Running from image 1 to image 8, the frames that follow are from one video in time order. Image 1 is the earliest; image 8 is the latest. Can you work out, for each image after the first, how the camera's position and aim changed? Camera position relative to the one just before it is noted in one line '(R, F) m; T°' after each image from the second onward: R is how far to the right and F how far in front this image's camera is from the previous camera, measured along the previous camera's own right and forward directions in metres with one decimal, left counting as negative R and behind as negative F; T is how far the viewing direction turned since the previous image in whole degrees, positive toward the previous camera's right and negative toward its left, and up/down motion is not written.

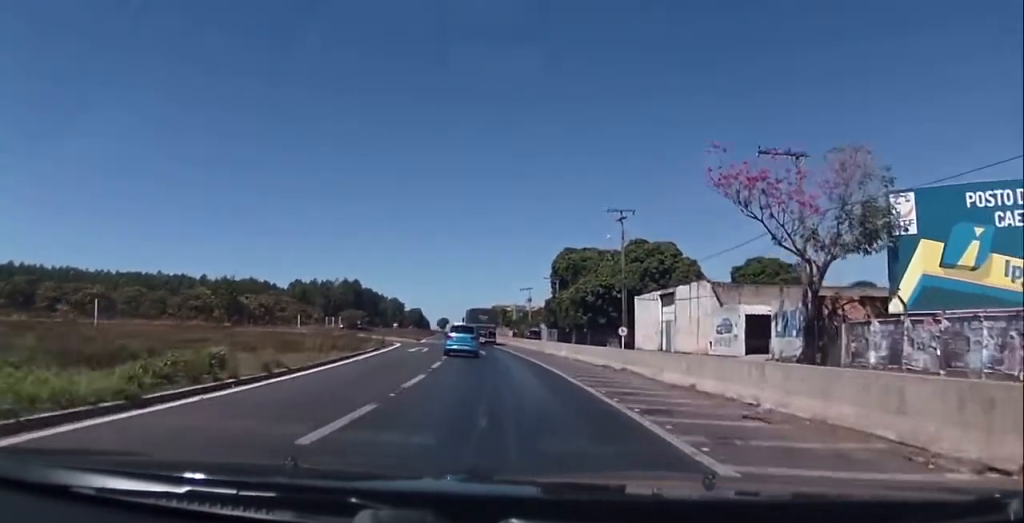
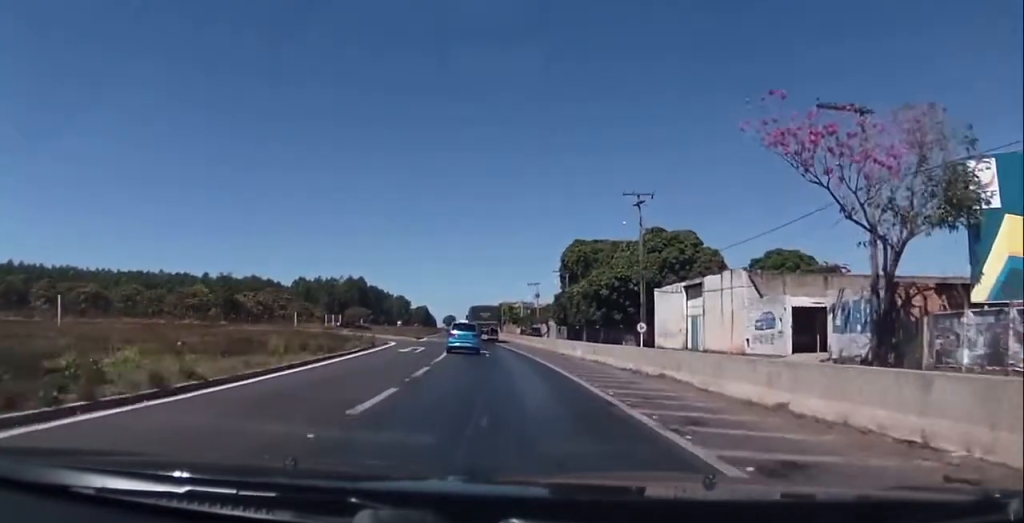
(0.0, +4.2) m; -1°
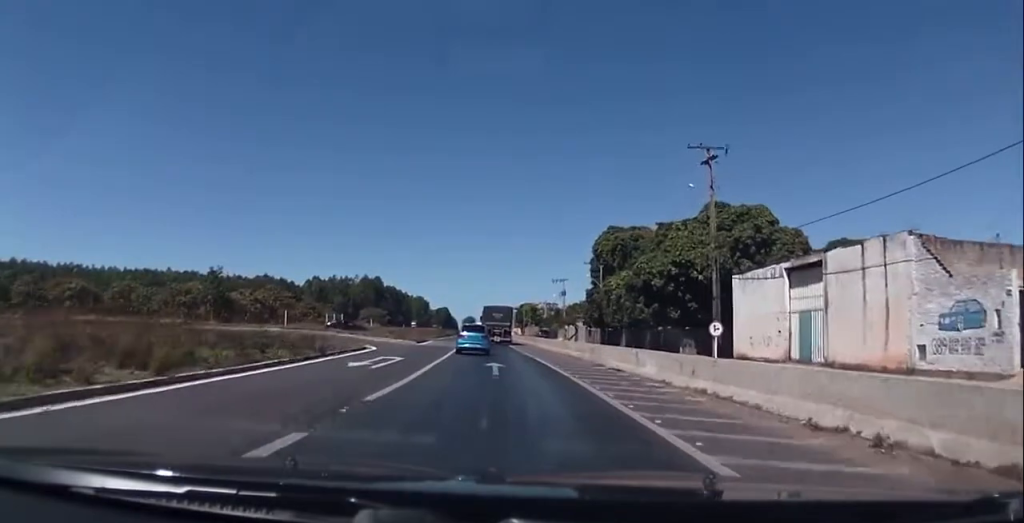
(-0.3, +11.7) m; -2°
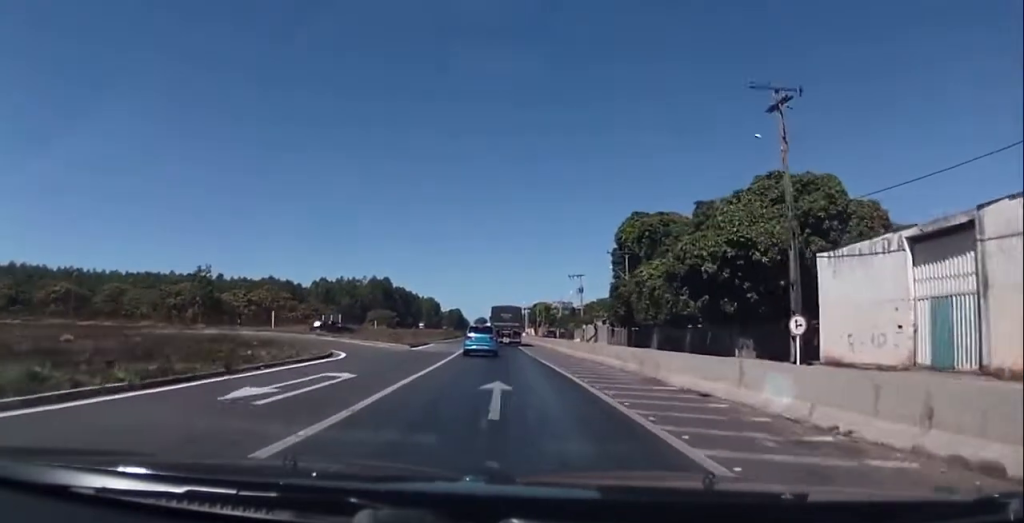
(0.0, +8.0) m; 0°
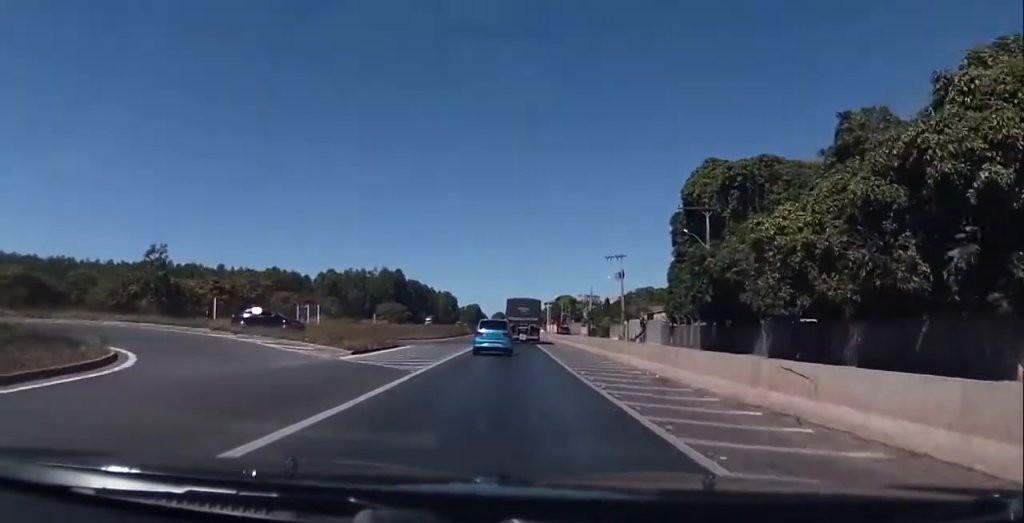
(-0.5, +19.4) m; -2°
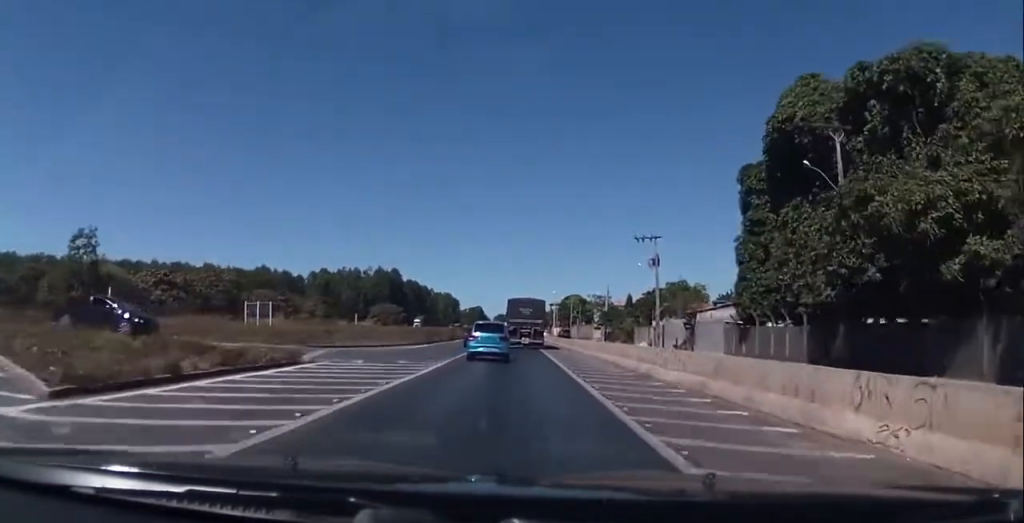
(+0.2, +17.9) m; 0°
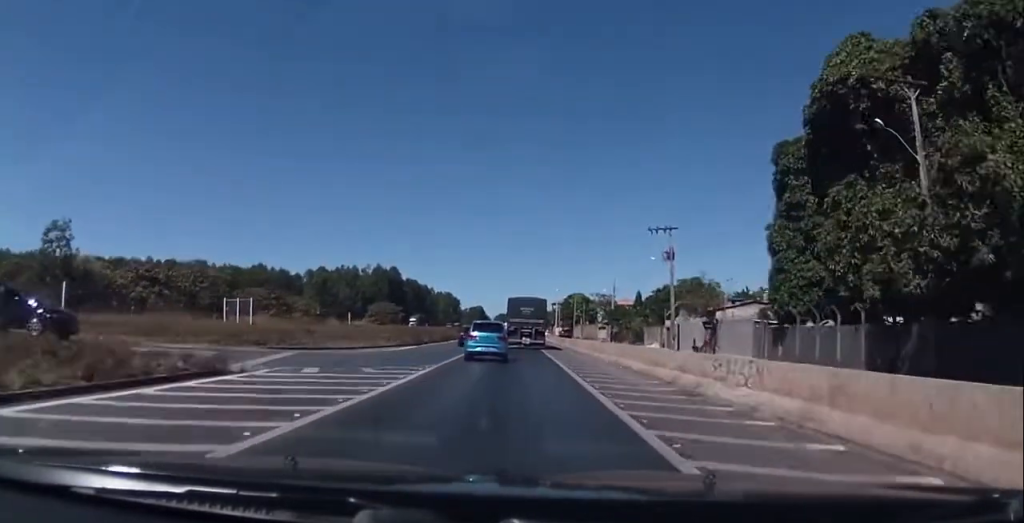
(-0.2, +5.5) m; -1°
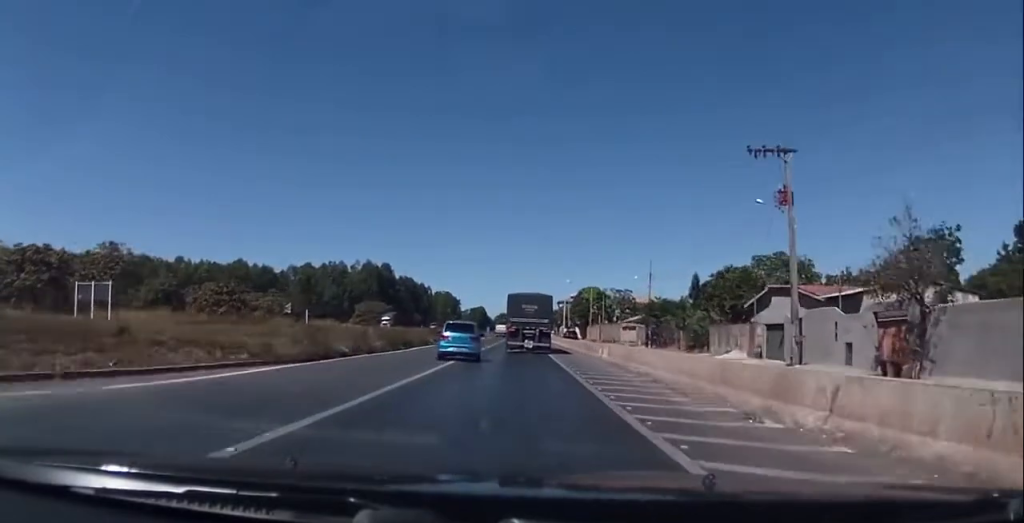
(-0.2, +23.9) m; 0°
